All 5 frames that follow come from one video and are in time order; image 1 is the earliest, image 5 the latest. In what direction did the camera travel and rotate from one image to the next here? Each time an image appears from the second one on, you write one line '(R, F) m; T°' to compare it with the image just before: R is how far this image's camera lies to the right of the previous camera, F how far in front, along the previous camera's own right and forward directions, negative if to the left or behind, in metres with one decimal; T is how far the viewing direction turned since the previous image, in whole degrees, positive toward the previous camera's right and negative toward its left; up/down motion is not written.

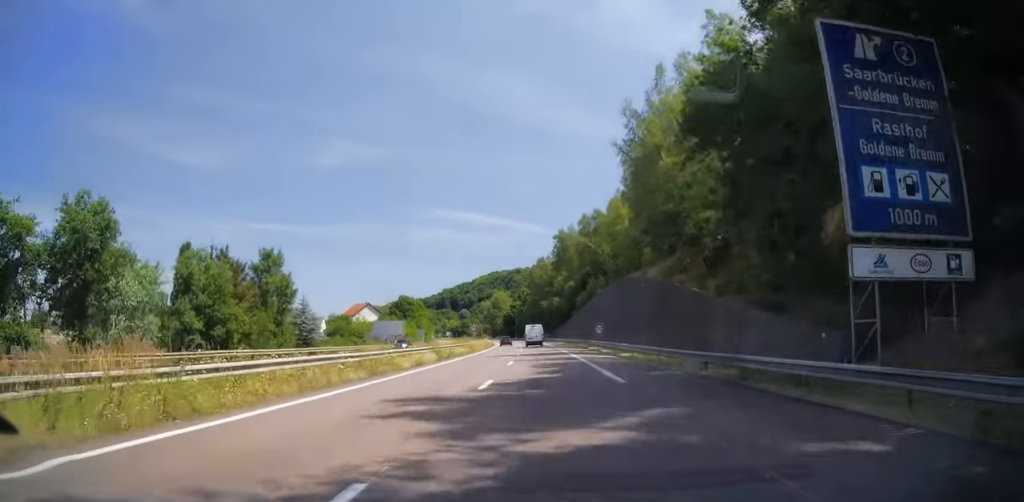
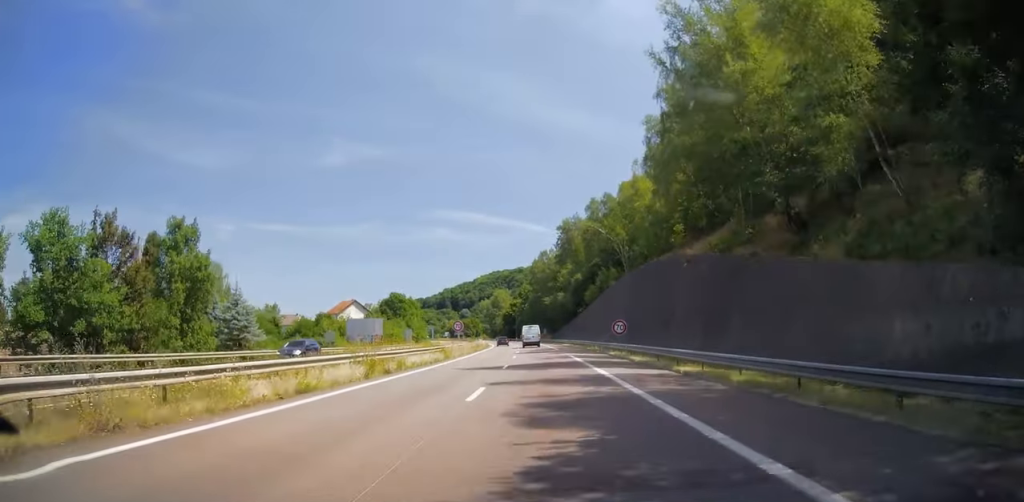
(0.0, +15.8) m; 0°
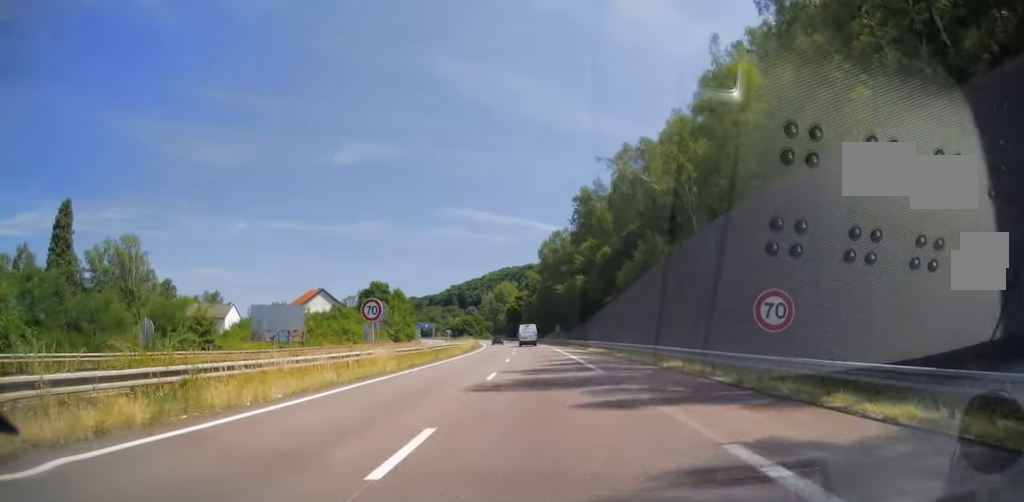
(-0.1, +33.5) m; 0°
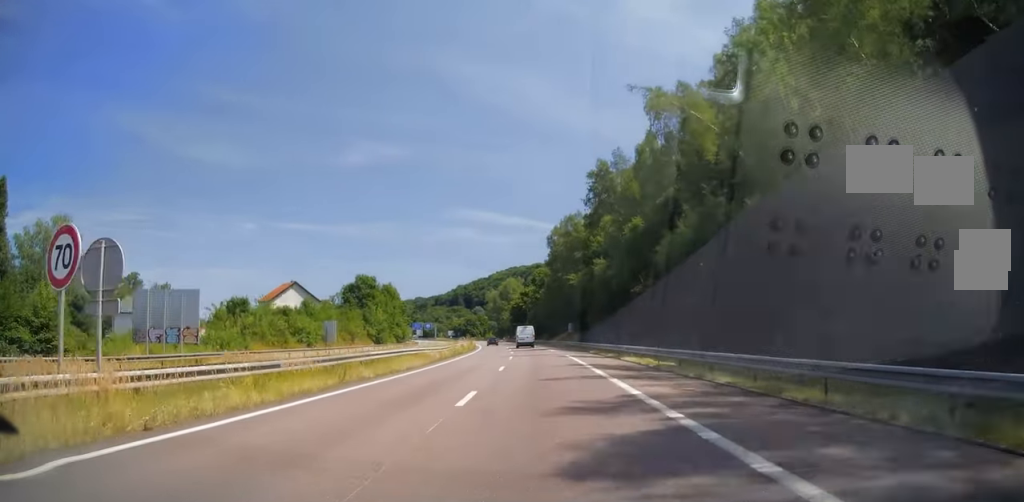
(0.0, +20.0) m; -1°
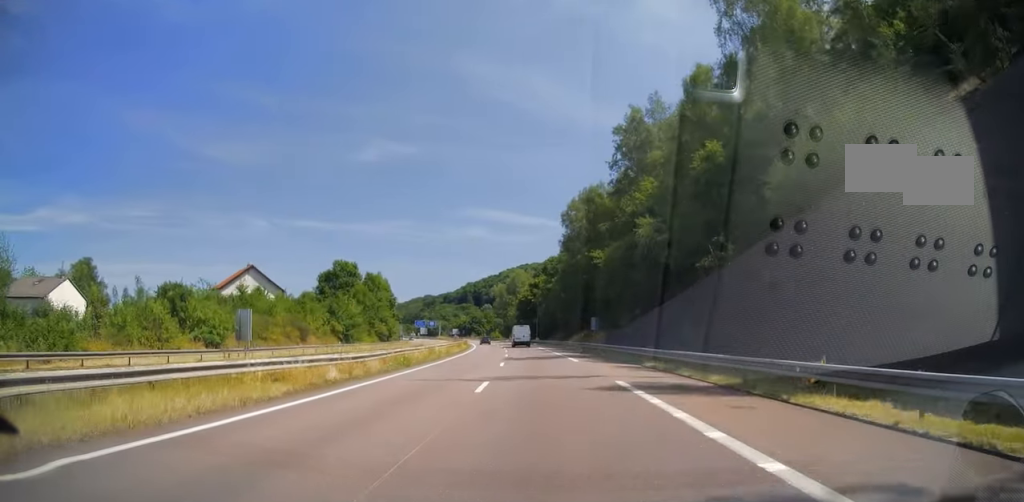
(-0.4, +23.5) m; -1°
